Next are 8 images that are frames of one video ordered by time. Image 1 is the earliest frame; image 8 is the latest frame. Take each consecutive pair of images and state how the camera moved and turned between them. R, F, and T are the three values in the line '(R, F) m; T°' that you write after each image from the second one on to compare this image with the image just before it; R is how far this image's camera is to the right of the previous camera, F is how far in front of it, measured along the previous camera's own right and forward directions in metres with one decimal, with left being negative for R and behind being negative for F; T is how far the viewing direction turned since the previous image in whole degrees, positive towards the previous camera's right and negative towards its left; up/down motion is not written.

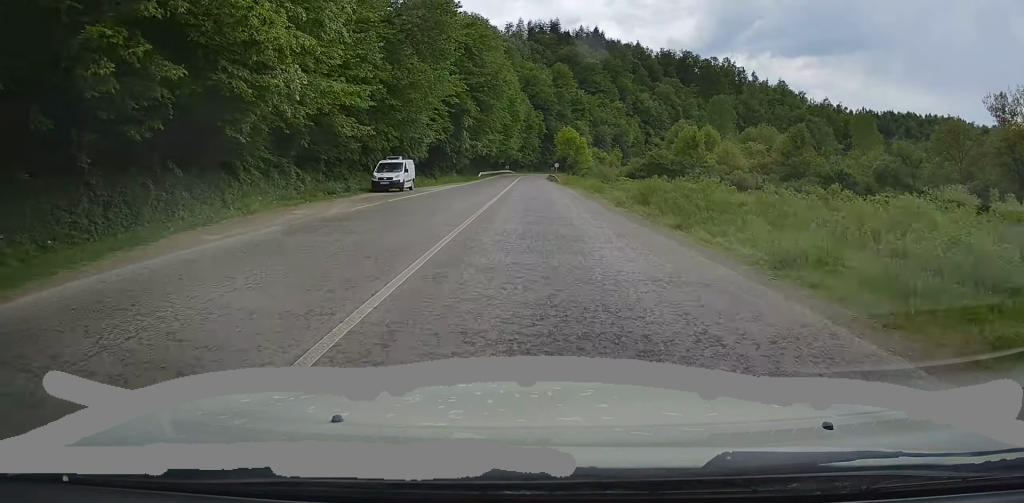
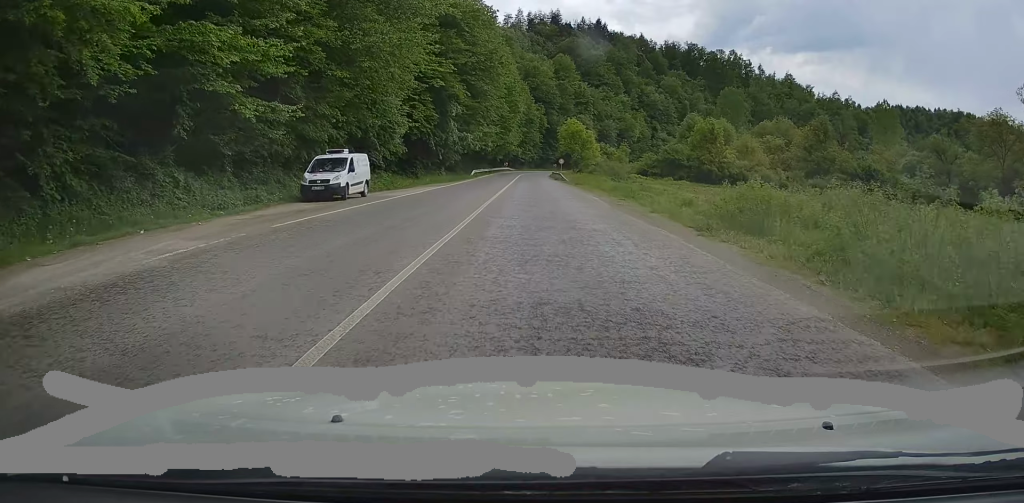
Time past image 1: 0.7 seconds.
(0.0, +12.2) m; +1°
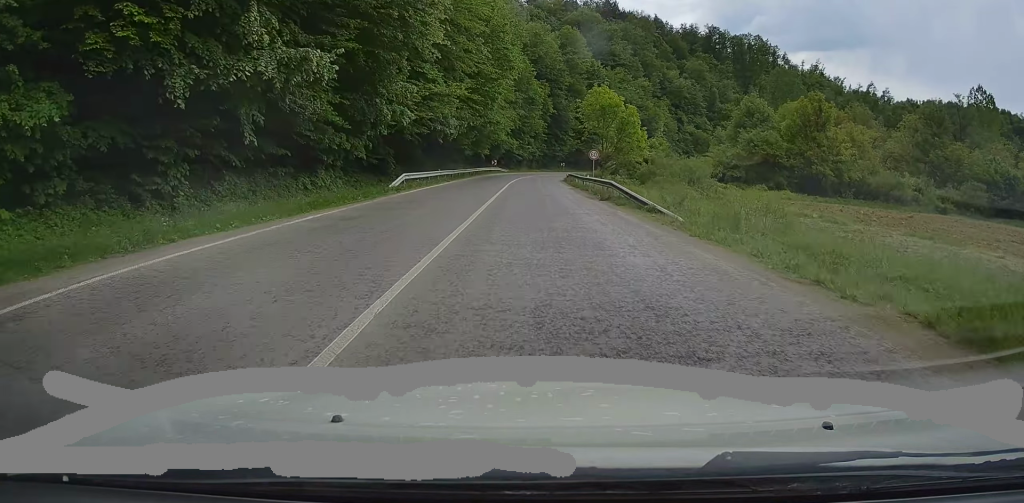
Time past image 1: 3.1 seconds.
(+0.4, +44.3) m; 0°
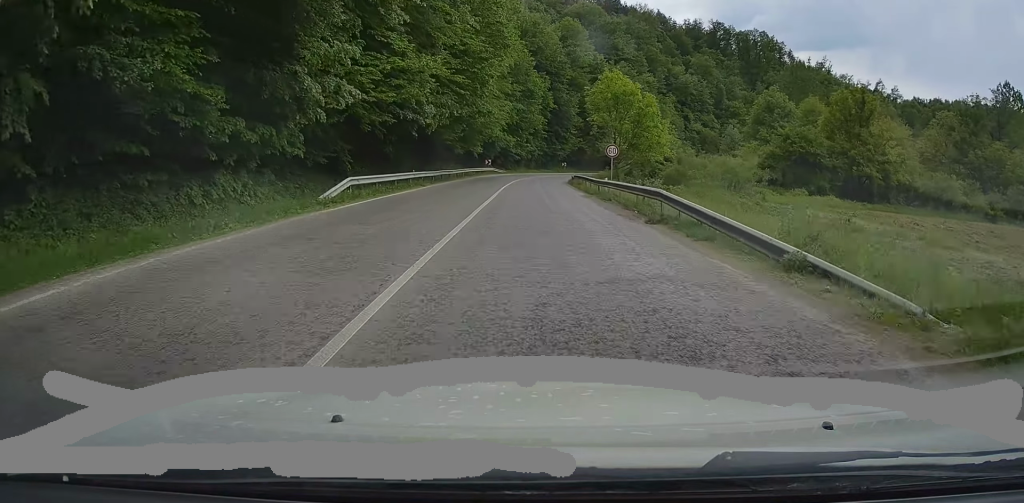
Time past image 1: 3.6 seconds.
(0.0, +10.5) m; +1°
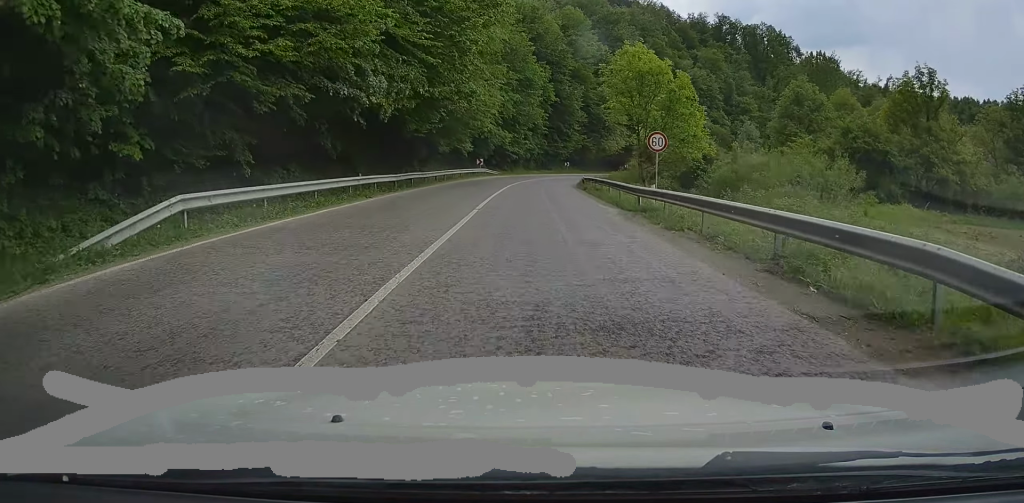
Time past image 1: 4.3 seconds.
(0.0, +12.3) m; +1°
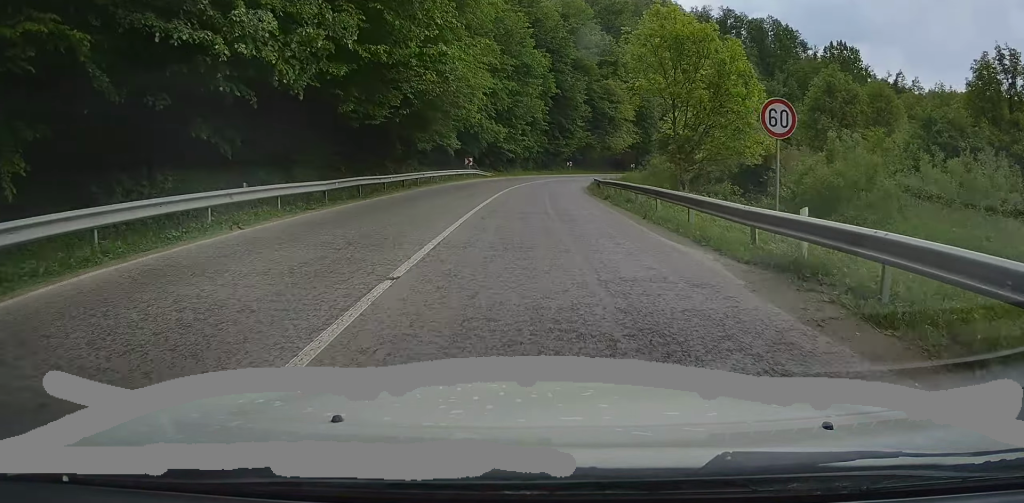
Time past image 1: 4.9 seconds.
(+0.2, +11.1) m; 0°
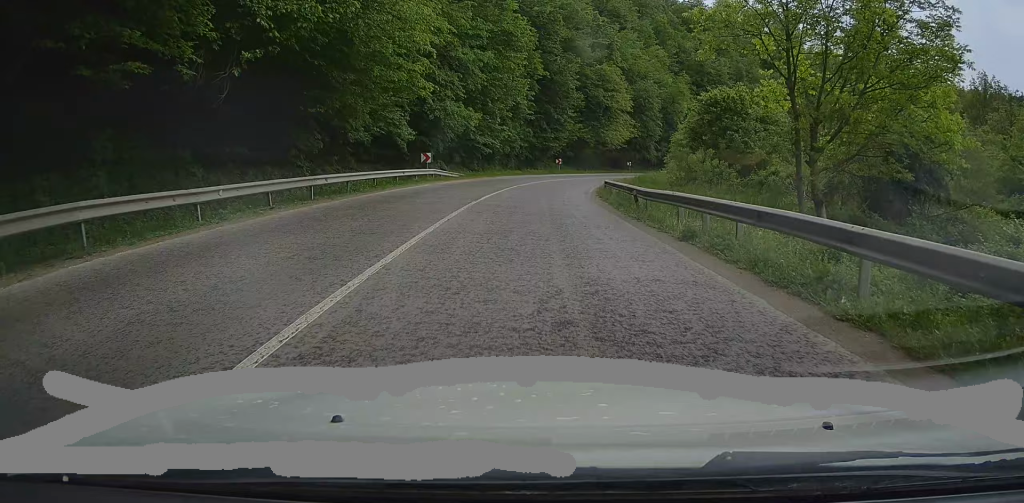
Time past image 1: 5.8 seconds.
(-0.2, +16.1) m; +1°
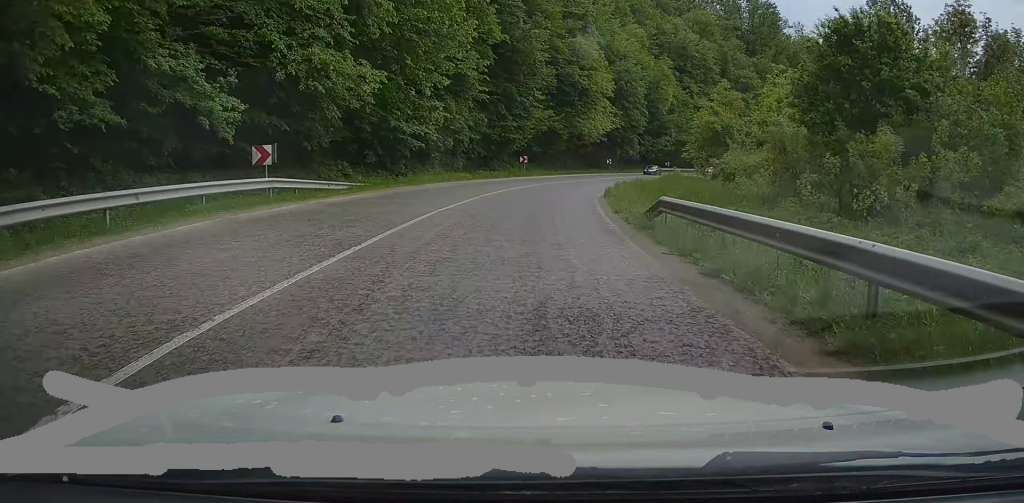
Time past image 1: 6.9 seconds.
(+0.6, +21.6) m; +4°
